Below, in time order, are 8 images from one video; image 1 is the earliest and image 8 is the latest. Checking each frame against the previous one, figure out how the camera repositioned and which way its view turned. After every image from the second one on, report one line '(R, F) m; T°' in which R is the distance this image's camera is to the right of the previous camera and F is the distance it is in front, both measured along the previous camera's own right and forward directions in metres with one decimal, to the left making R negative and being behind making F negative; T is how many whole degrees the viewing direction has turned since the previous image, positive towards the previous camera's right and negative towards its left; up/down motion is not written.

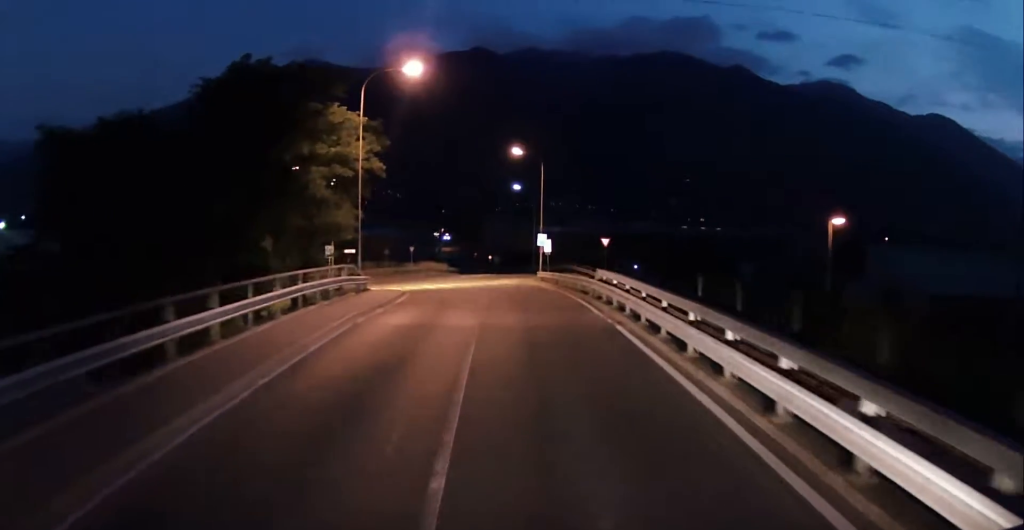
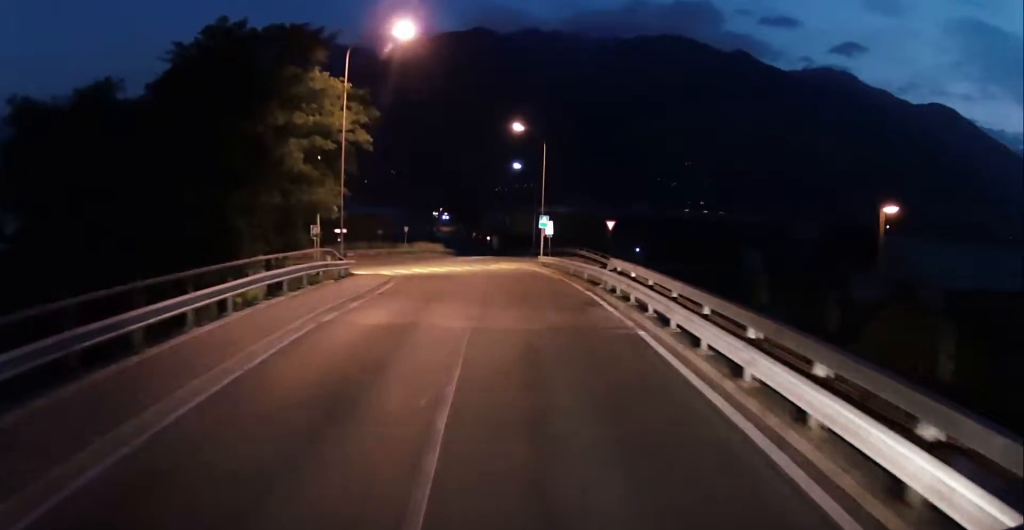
(-0.1, +3.1) m; 0°
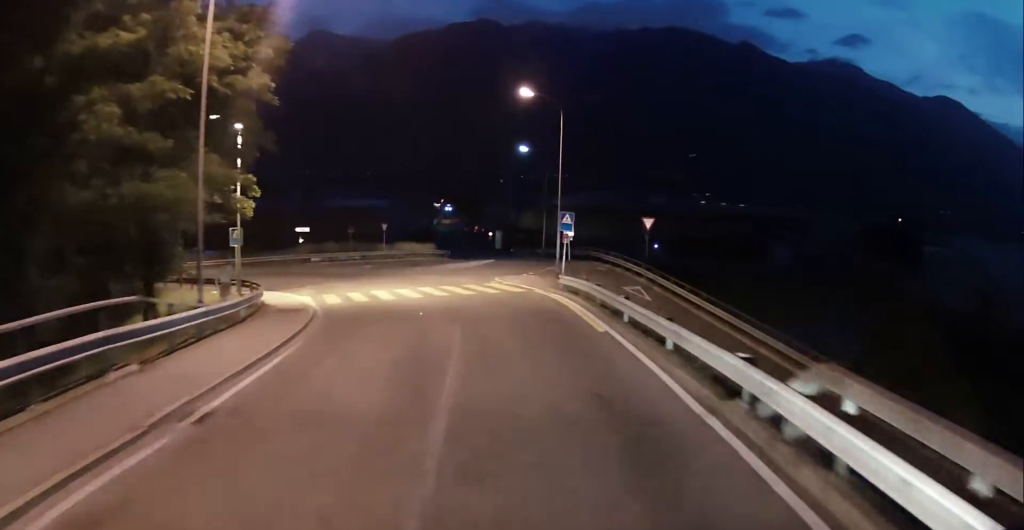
(+0.4, +13.2) m; +1°
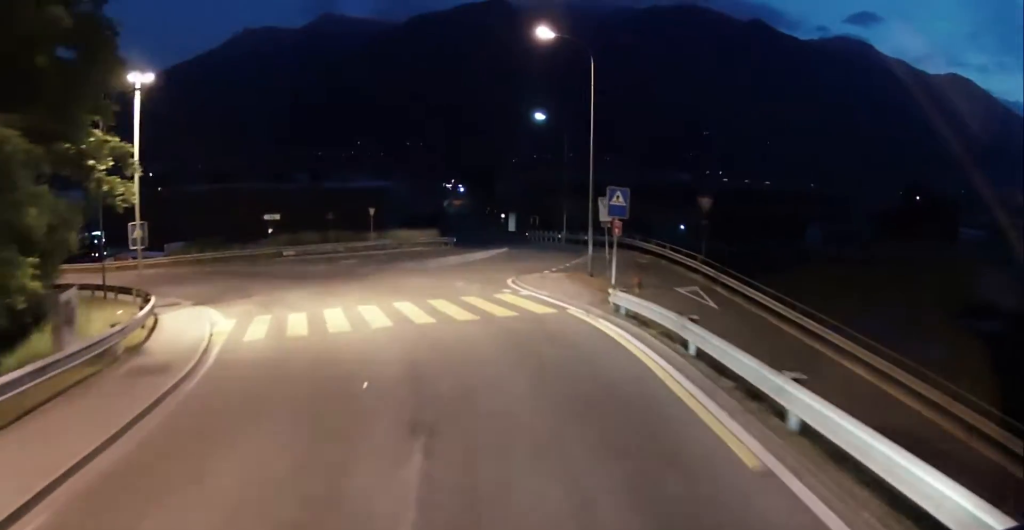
(-0.4, +9.1) m; -5°
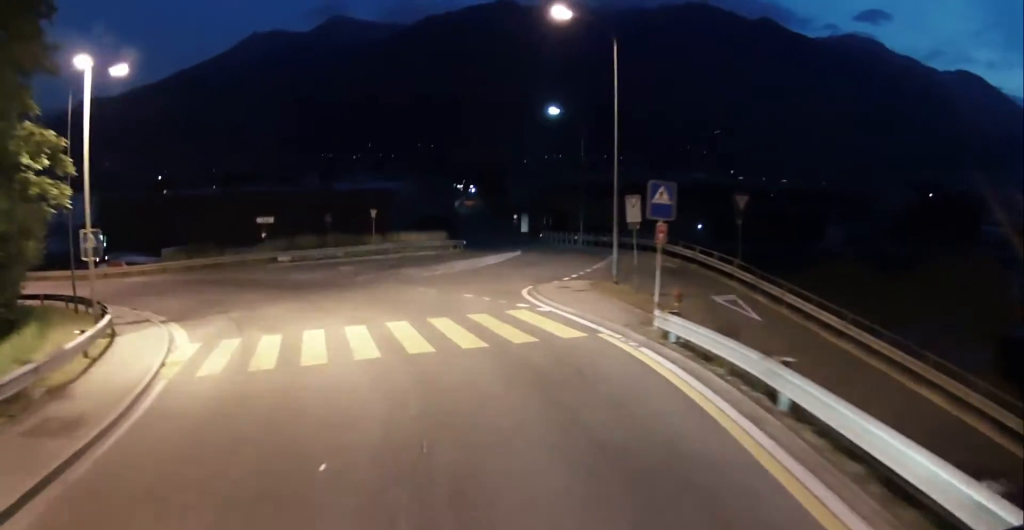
(0.0, +3.2) m; -2°
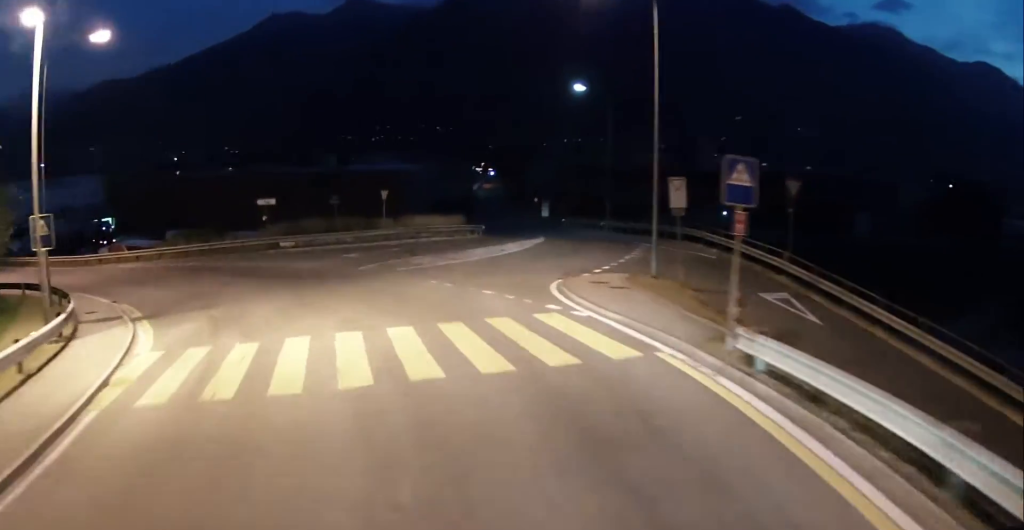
(0.0, +3.0) m; -1°
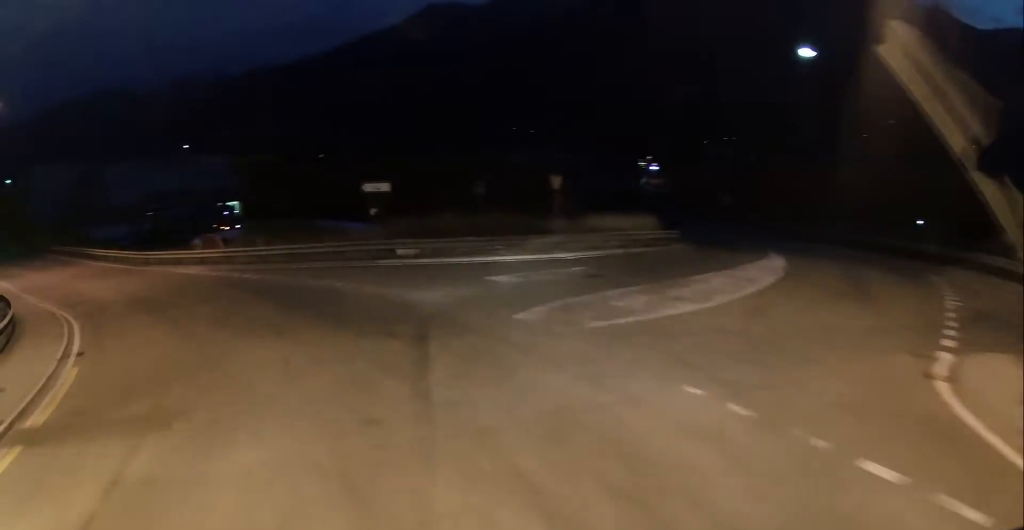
(-1.4, +11.7) m; -18°
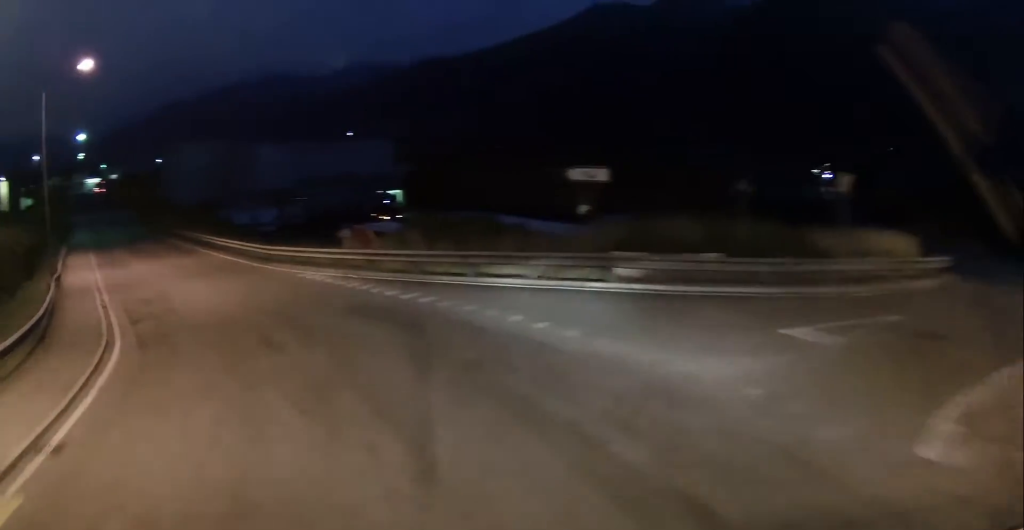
(-1.1, +7.2) m; -14°
